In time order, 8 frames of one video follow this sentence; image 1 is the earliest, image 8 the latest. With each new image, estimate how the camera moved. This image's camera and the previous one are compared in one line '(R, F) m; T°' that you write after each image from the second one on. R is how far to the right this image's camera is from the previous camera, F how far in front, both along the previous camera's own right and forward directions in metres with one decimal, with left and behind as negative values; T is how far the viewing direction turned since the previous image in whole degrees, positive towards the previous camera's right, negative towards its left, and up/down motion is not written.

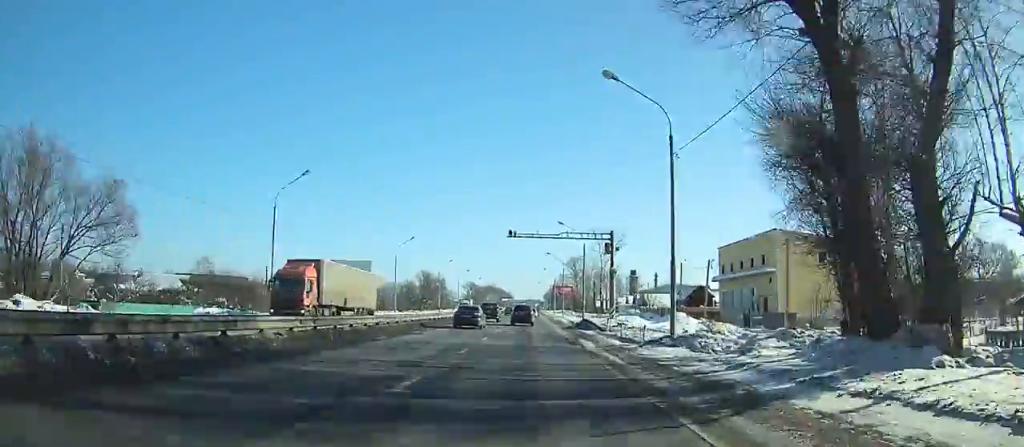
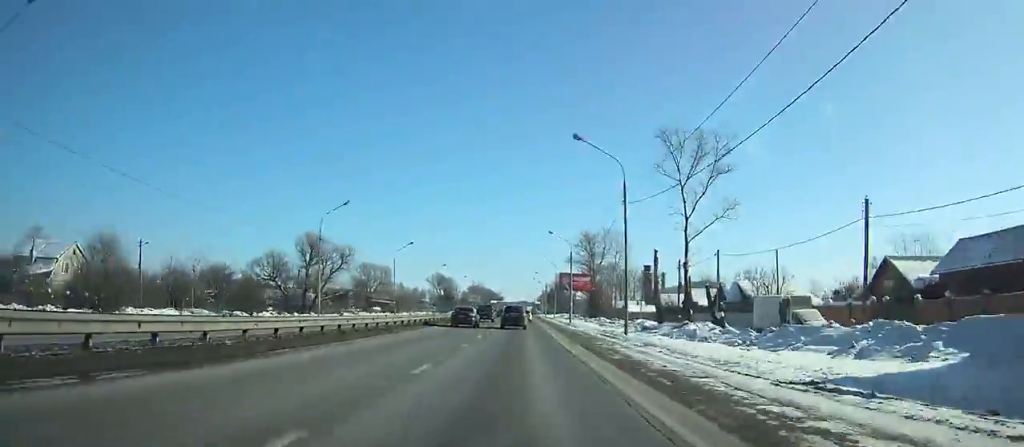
(0.0, +69.9) m; 0°
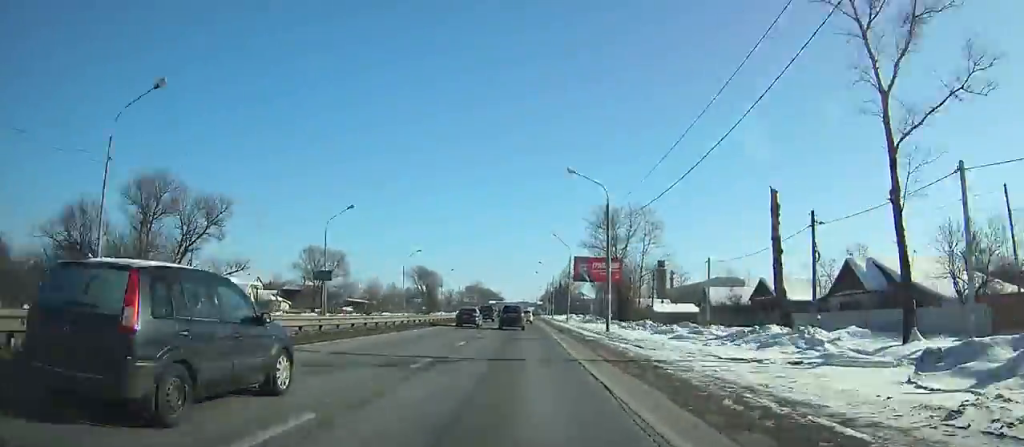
(0.0, +30.7) m; 0°
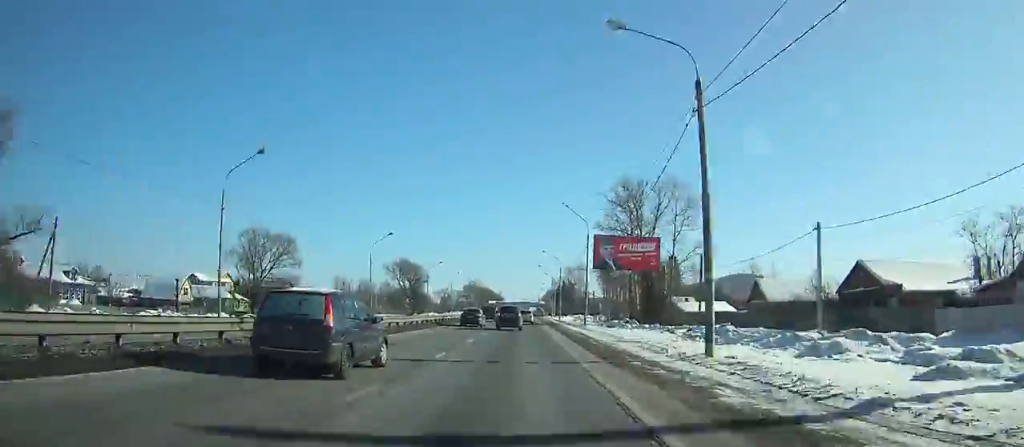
(0.0, +22.4) m; 0°
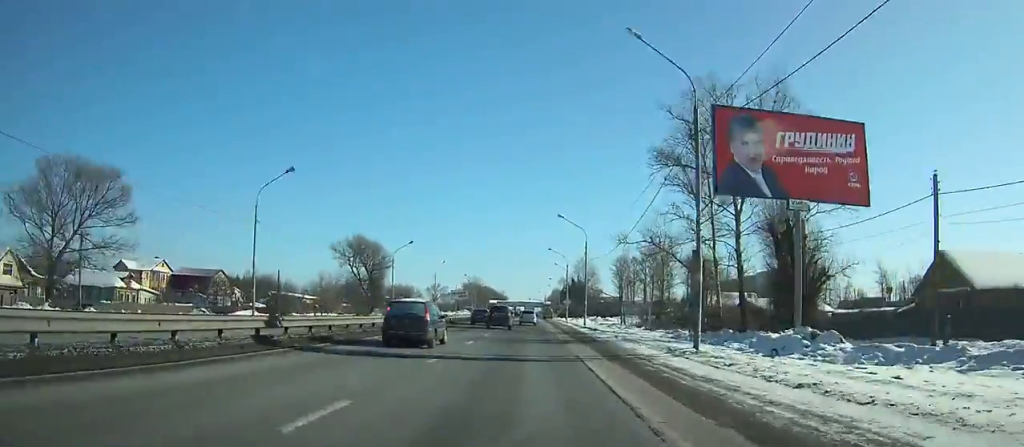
(0.0, +35.3) m; 0°
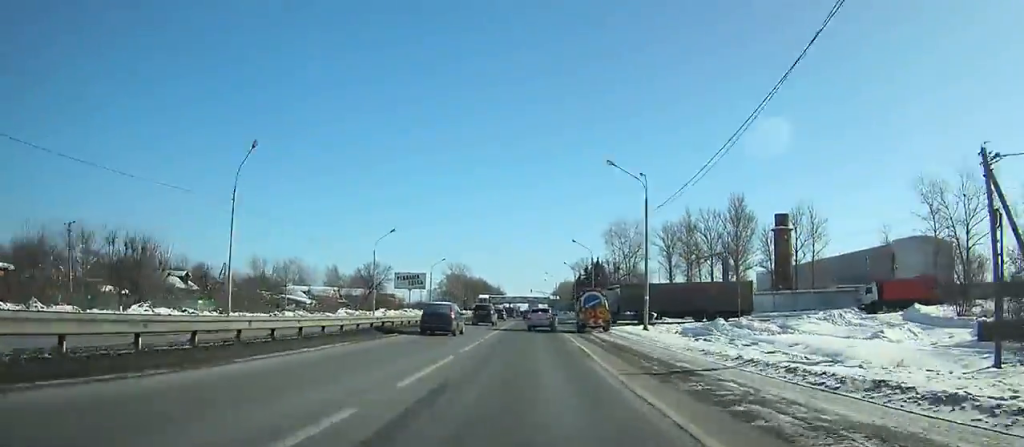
(+0.3, +85.2) m; 0°
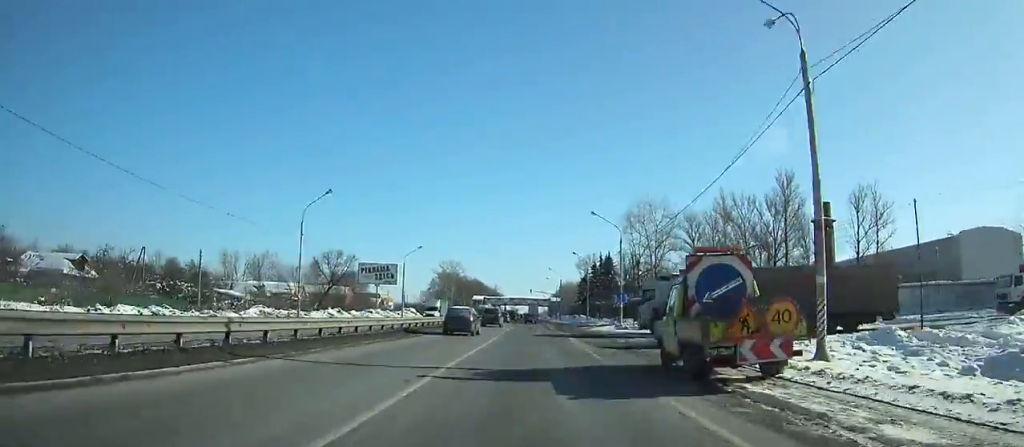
(0.0, +26.7) m; 0°
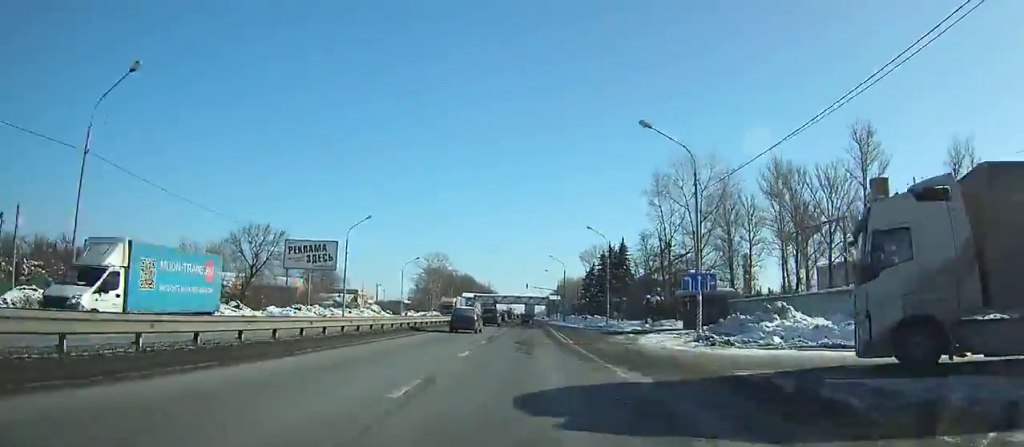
(0.0, +27.0) m; 0°
